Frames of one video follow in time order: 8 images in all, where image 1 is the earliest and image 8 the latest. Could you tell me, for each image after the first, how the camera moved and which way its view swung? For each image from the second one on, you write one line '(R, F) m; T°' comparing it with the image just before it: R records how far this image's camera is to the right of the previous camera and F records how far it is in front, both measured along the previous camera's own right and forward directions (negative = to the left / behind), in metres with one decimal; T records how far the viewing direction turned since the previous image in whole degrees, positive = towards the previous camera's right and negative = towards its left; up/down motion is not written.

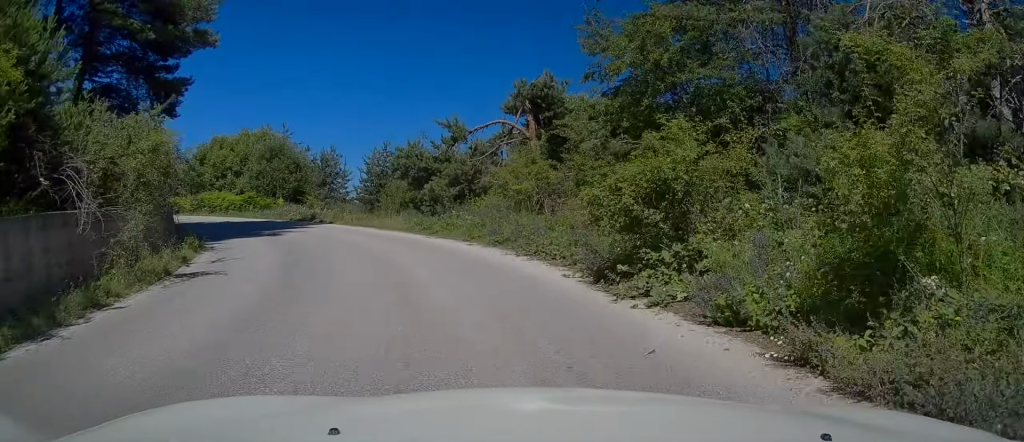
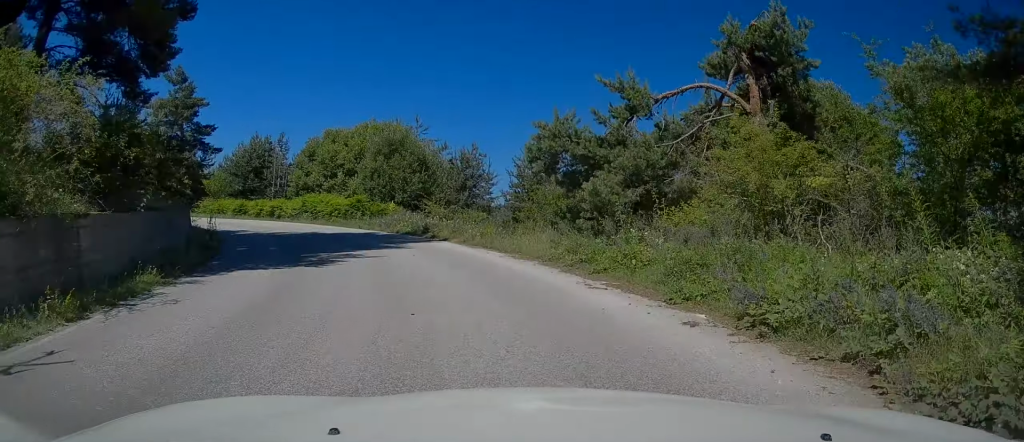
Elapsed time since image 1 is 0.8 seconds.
(-0.5, +9.2) m; -15°
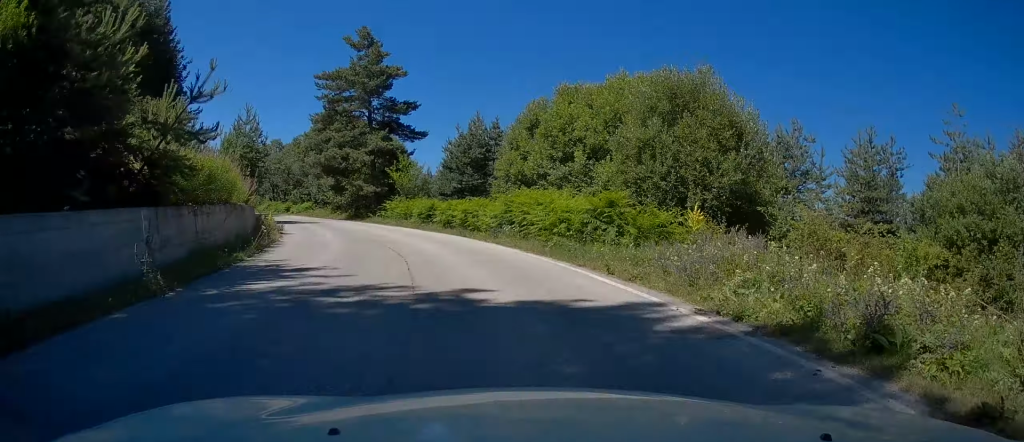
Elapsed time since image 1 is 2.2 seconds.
(-4.8, +16.8) m; -23°
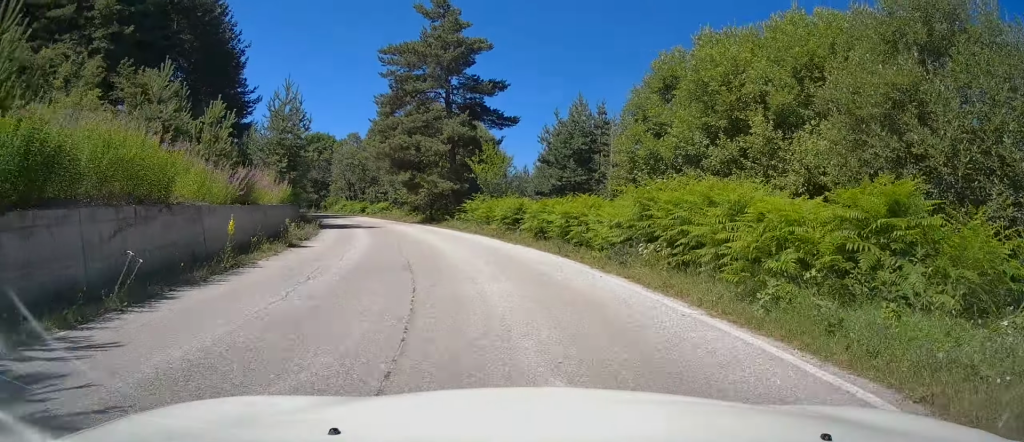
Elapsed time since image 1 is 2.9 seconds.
(-0.4, +8.6) m; -7°
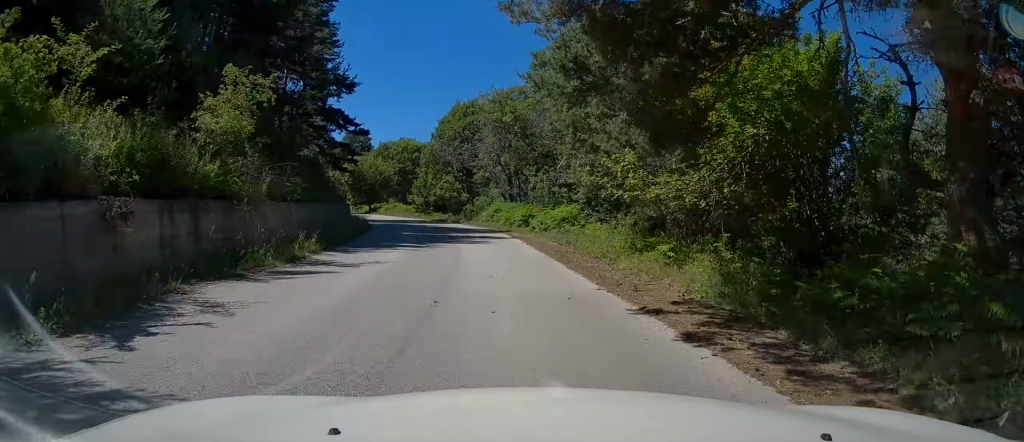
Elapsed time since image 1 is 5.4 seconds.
(-5.8, +31.2) m; -18°
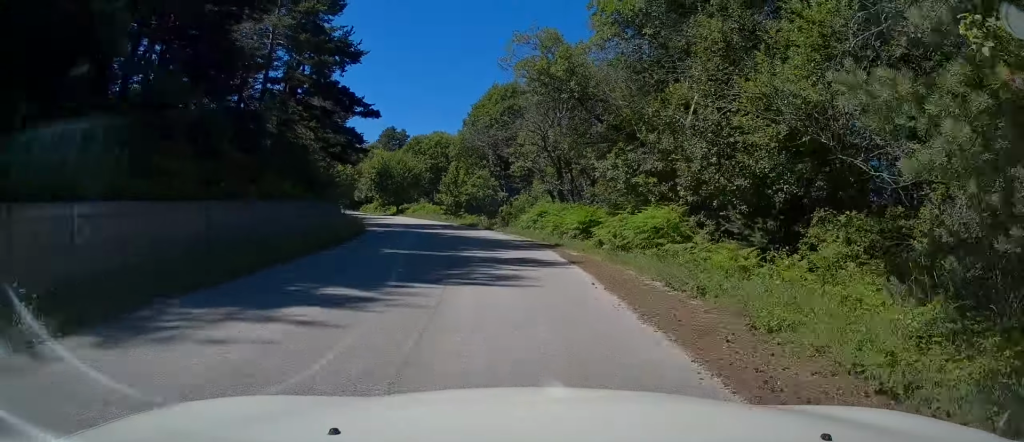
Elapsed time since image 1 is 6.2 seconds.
(-0.4, +10.1) m; -5°
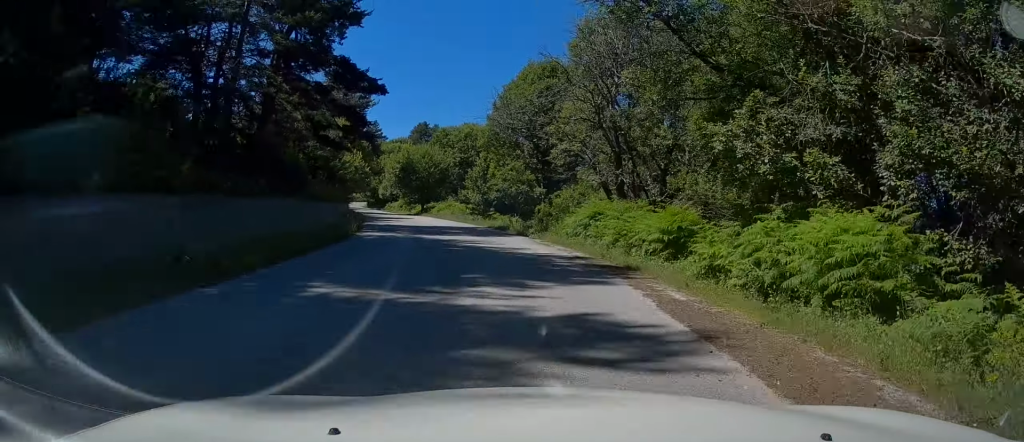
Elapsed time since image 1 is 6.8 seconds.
(-0.1, +7.6) m; -4°
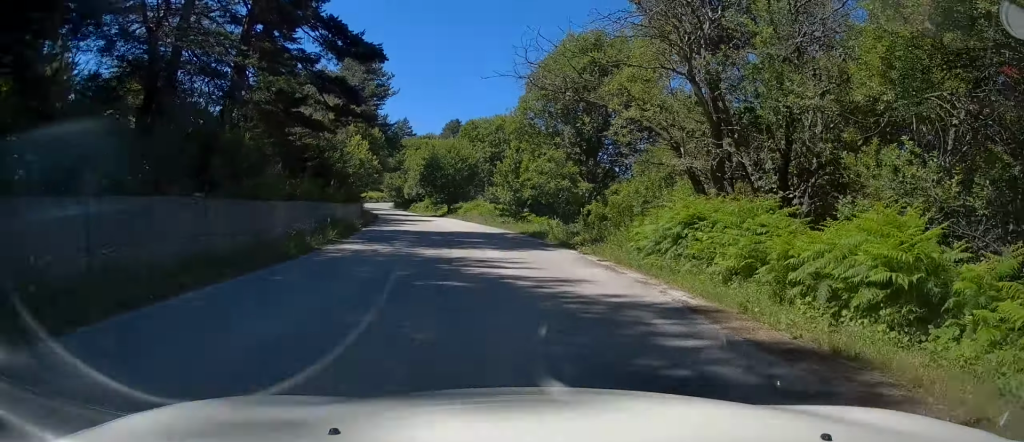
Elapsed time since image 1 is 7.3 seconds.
(-0.5, +7.3) m; -4°
